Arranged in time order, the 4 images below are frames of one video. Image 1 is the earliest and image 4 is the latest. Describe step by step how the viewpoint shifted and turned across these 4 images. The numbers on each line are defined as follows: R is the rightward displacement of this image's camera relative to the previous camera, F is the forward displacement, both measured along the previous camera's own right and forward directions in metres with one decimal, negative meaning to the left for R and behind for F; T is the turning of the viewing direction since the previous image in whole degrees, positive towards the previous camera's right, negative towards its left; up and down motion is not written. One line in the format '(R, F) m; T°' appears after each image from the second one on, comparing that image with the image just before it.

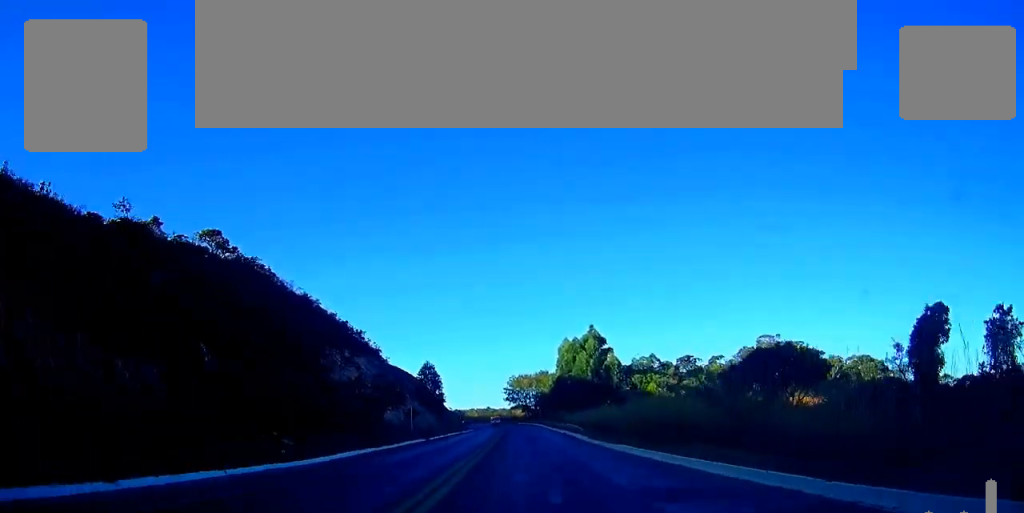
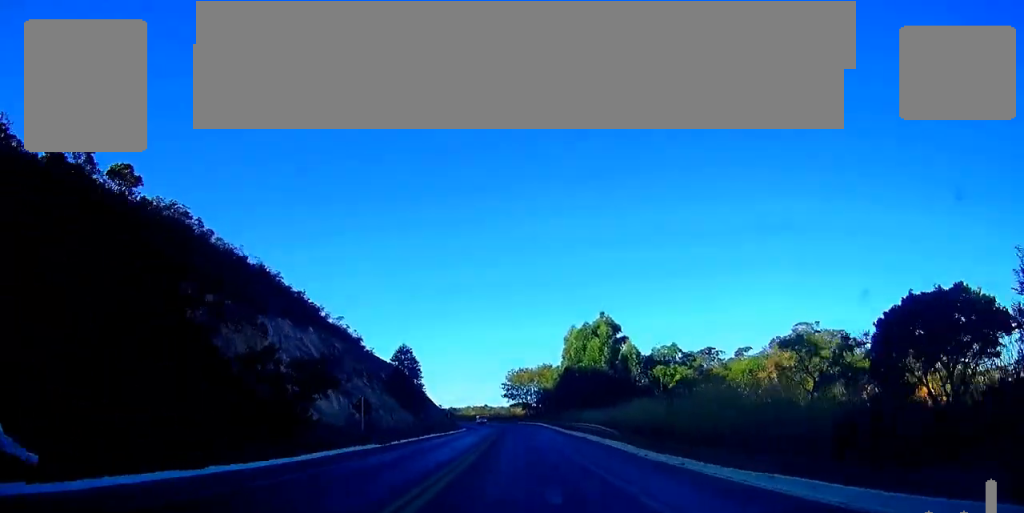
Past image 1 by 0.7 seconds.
(0.0, +18.7) m; 0°
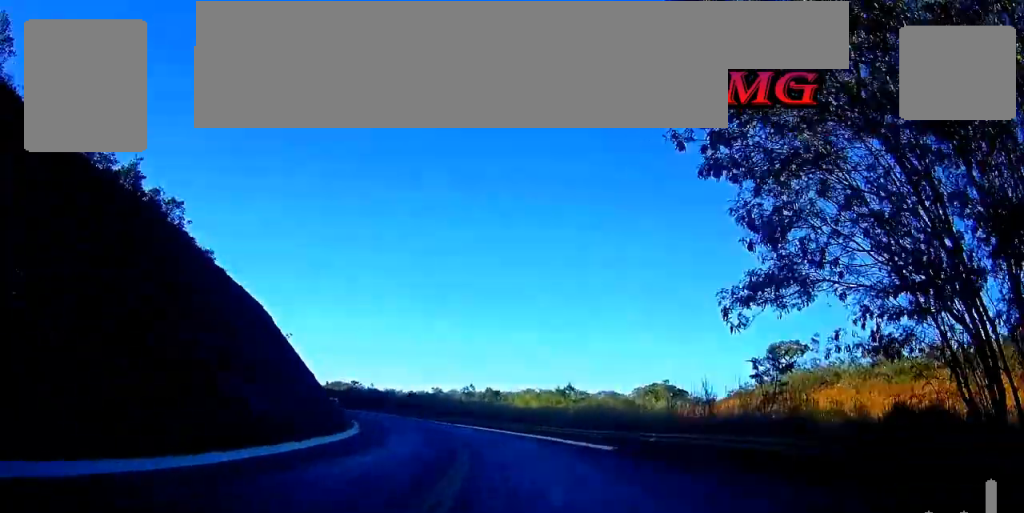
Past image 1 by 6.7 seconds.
(-5.5, +143.8) m; -9°
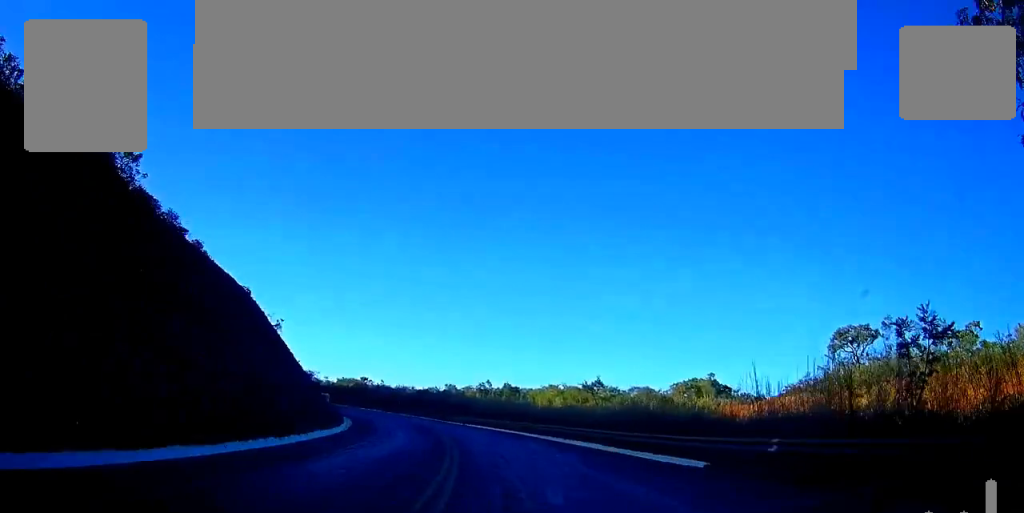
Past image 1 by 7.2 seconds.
(-0.3, +10.7) m; -2°
